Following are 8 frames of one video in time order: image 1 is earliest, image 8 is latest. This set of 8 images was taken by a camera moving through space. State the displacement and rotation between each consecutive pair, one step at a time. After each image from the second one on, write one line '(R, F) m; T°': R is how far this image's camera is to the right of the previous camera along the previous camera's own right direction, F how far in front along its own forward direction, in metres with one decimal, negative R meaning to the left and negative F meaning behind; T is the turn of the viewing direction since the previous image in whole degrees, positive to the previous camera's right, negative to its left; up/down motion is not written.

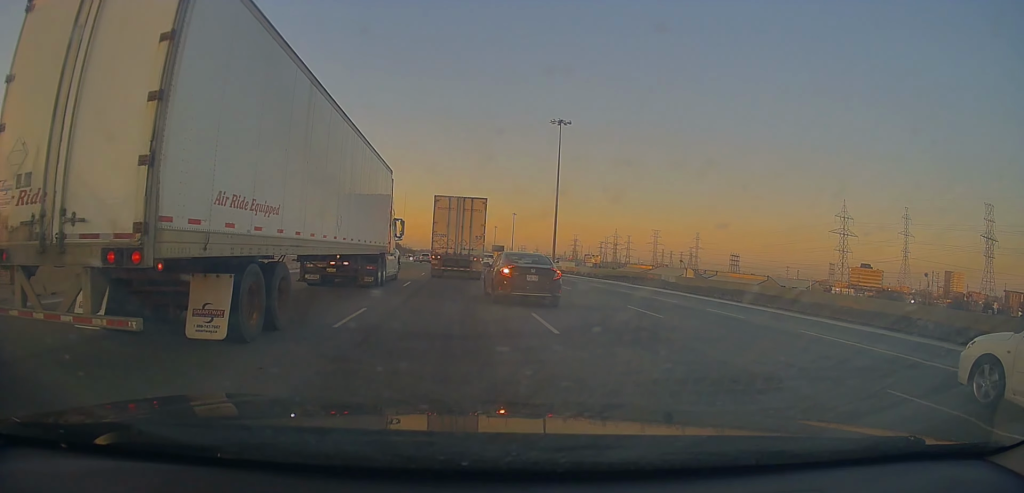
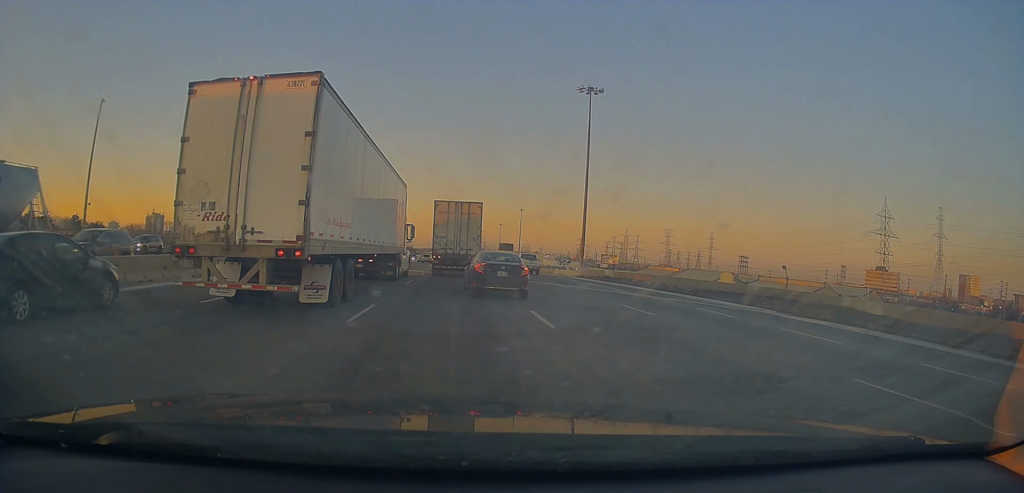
(+0.1, +22.9) m; -2°
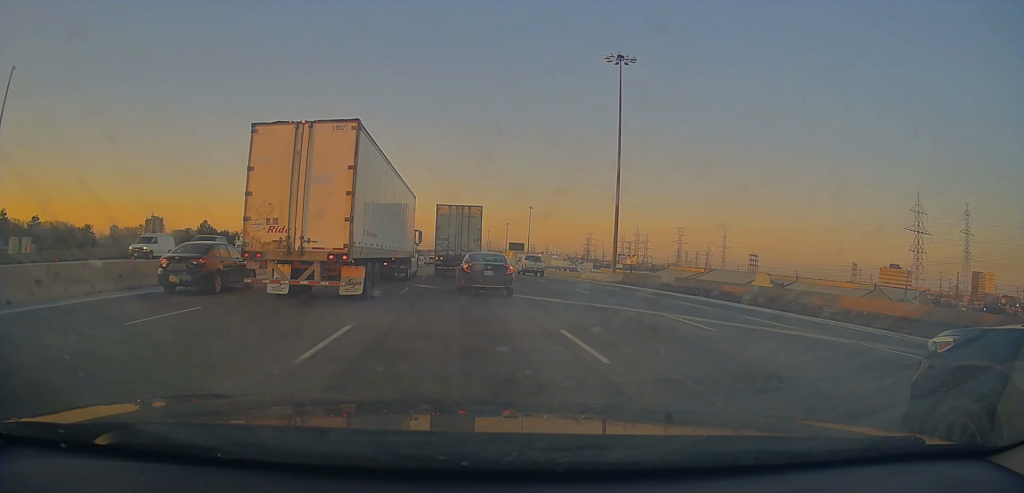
(-0.4, +15.3) m; -2°
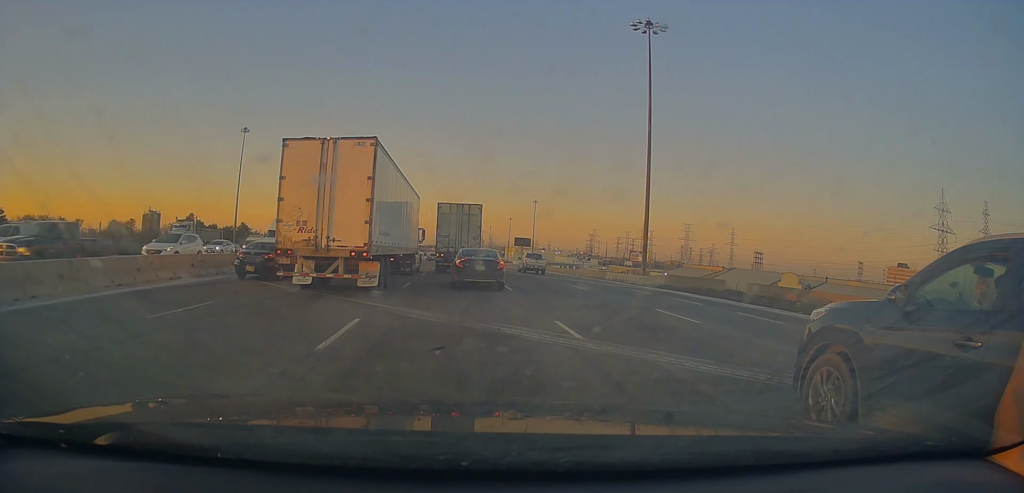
(-0.1, +11.1) m; +1°
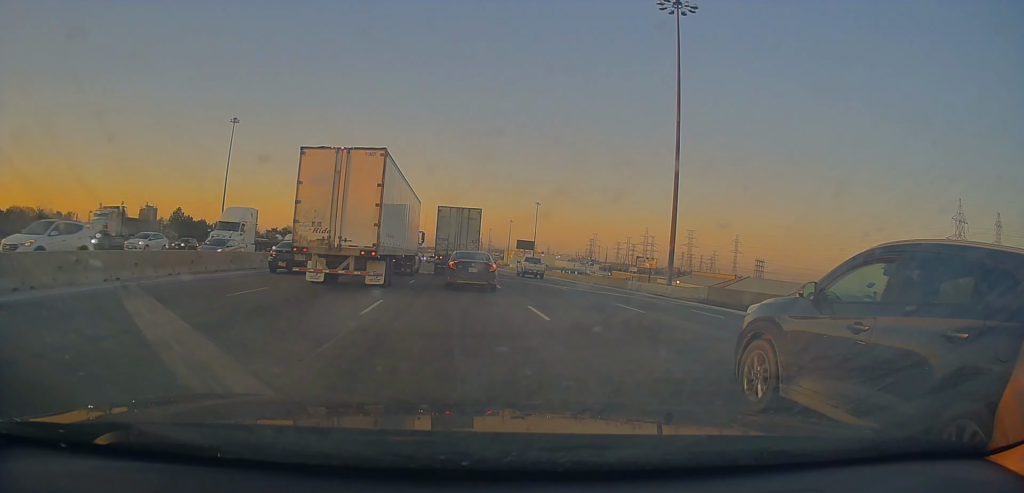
(-0.1, +8.0) m; 0°
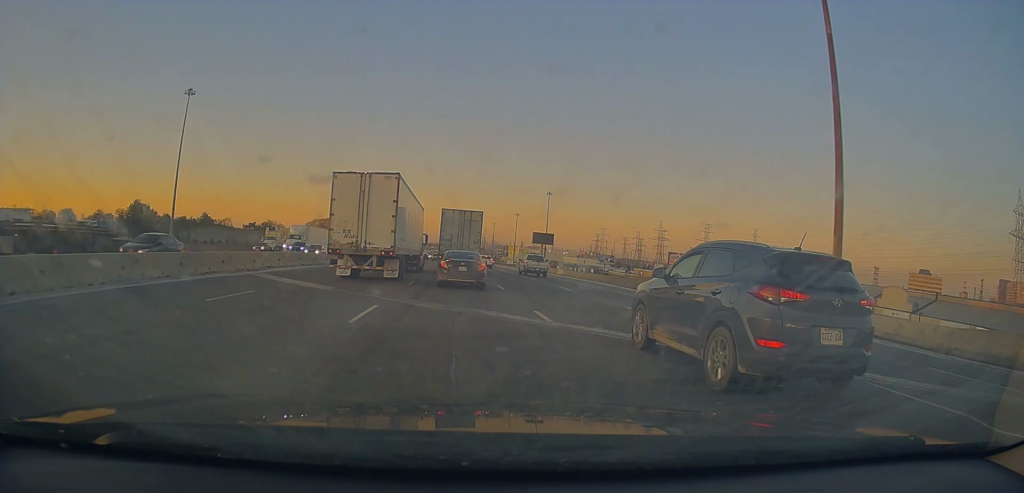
(+0.2, +25.0) m; 0°
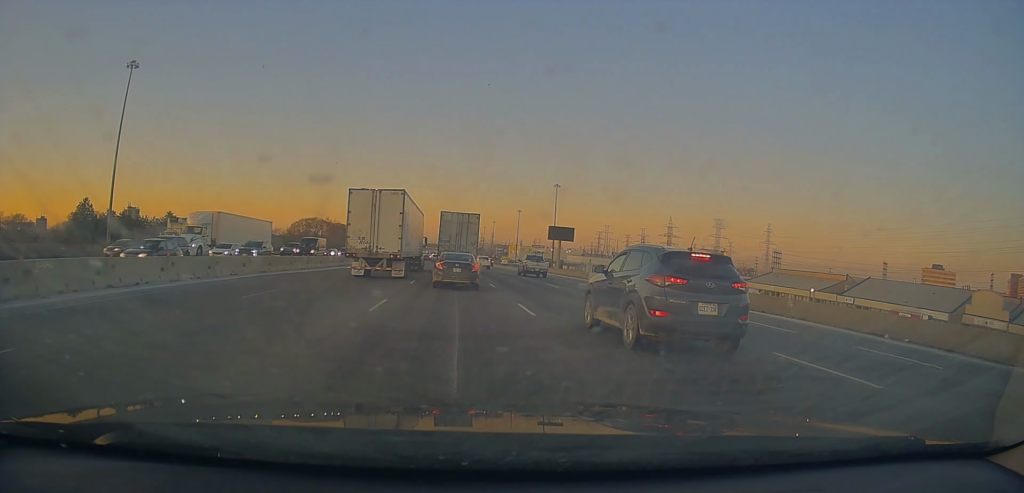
(0.0, +21.4) m; 0°
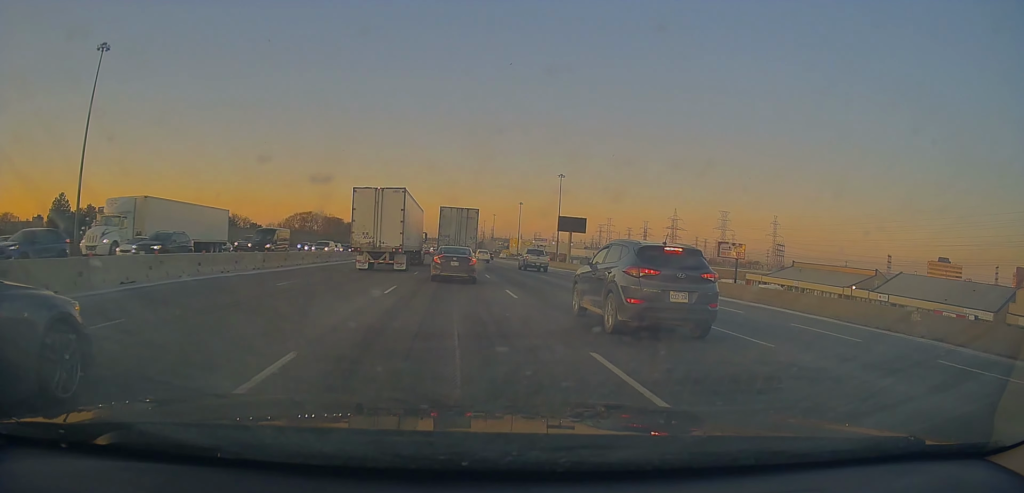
(+0.3, +8.8) m; 0°
